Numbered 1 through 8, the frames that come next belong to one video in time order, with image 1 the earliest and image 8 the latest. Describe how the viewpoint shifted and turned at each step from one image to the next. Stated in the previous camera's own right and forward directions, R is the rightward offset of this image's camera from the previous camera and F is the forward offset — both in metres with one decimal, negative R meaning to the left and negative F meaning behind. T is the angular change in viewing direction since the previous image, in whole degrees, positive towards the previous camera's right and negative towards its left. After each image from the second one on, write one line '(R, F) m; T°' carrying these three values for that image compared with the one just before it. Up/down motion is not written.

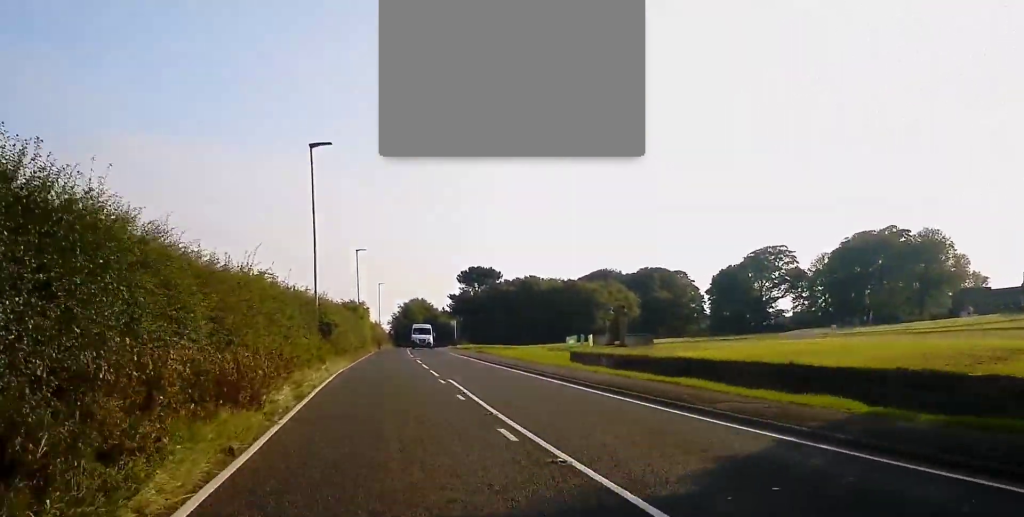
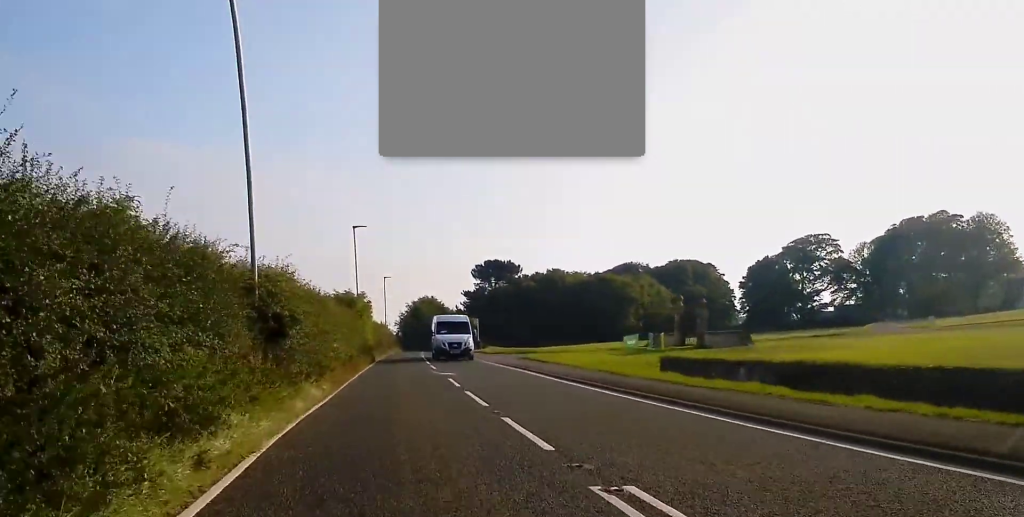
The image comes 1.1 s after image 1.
(+0.2, +15.5) m; -1°
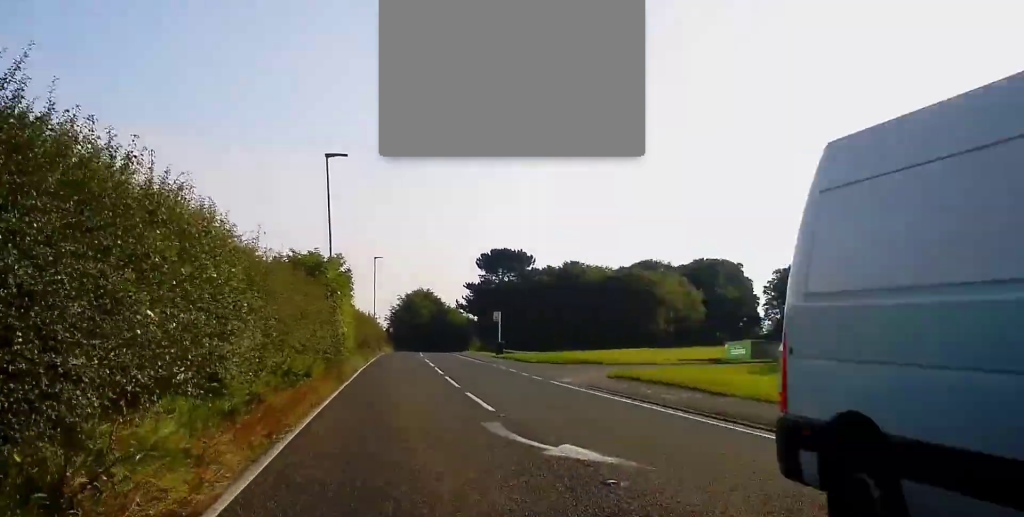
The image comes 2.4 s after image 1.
(-0.6, +18.7) m; -1°
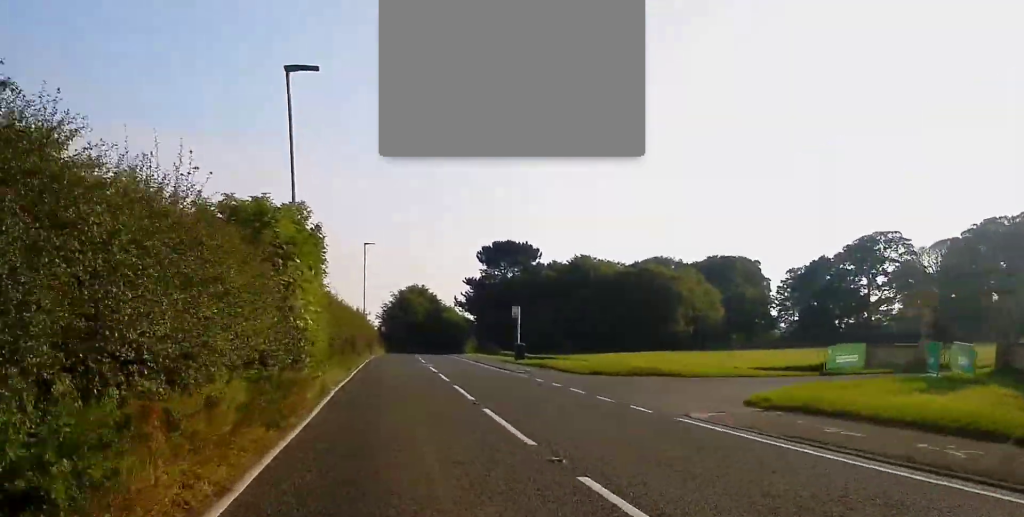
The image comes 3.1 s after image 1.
(+0.3, +10.3) m; +2°
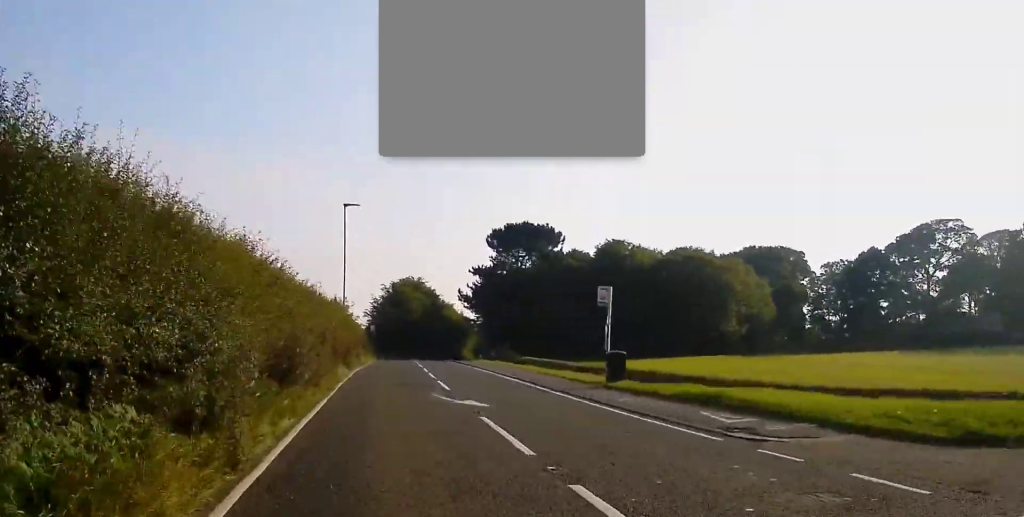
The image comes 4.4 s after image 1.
(+0.3, +18.4) m; +1°
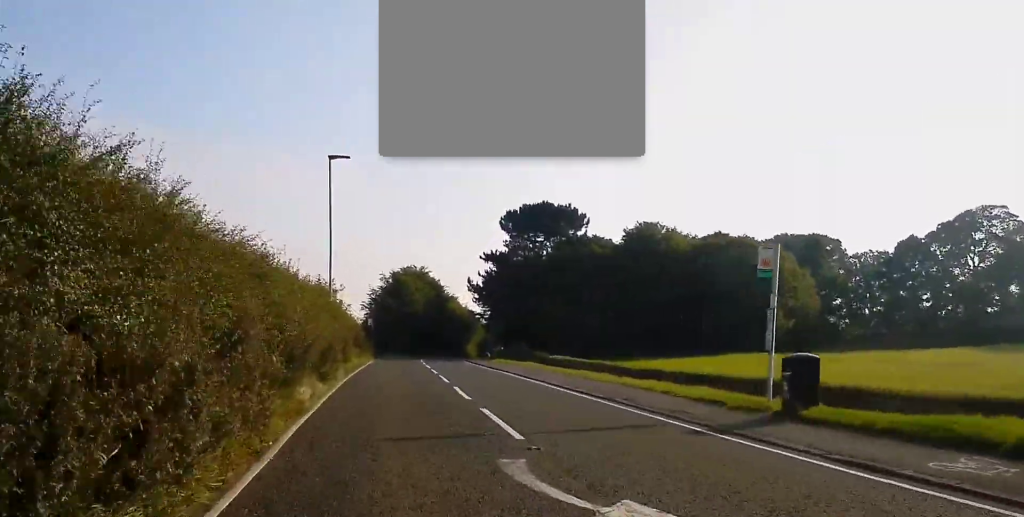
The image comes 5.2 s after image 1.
(-0.1, +10.7) m; 0°
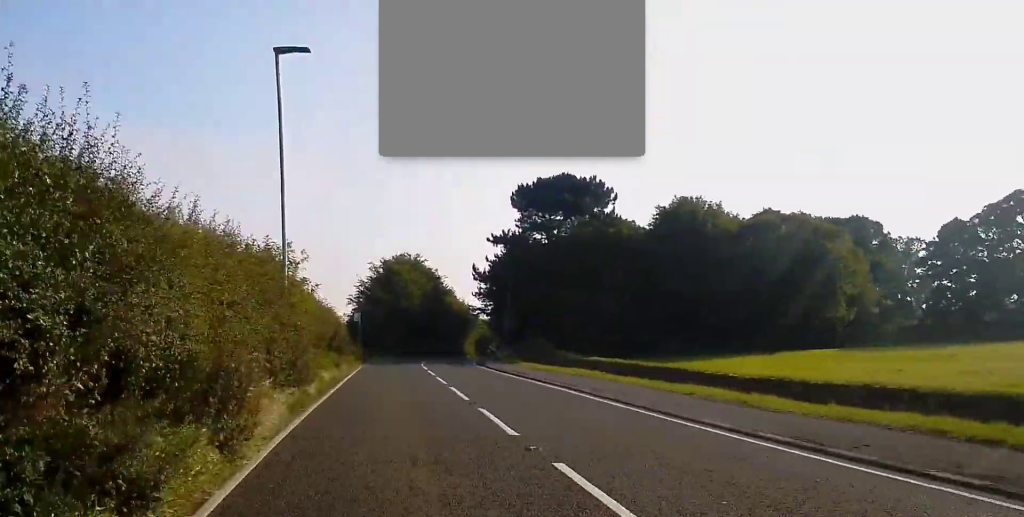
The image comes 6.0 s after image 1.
(0.0, +12.3) m; 0°
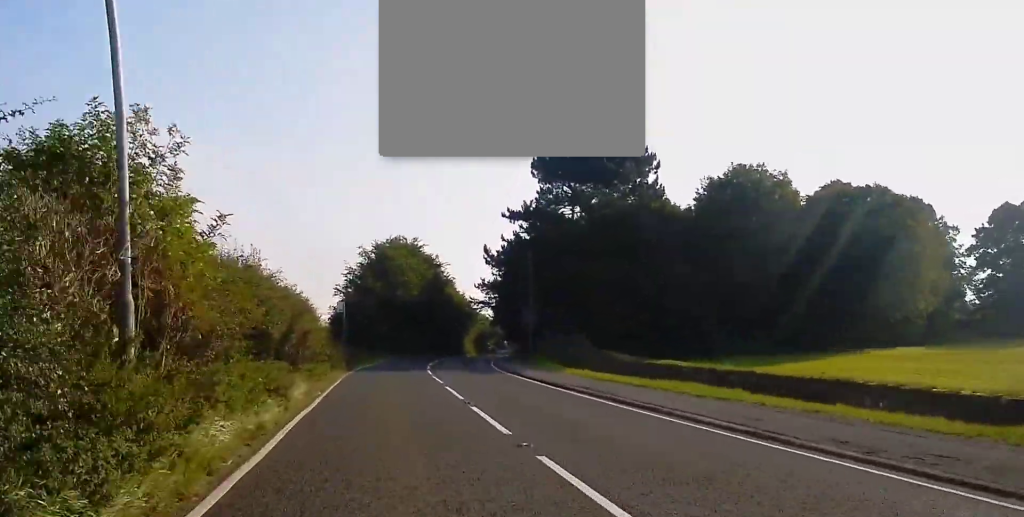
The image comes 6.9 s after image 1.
(0.0, +11.7) m; +1°
